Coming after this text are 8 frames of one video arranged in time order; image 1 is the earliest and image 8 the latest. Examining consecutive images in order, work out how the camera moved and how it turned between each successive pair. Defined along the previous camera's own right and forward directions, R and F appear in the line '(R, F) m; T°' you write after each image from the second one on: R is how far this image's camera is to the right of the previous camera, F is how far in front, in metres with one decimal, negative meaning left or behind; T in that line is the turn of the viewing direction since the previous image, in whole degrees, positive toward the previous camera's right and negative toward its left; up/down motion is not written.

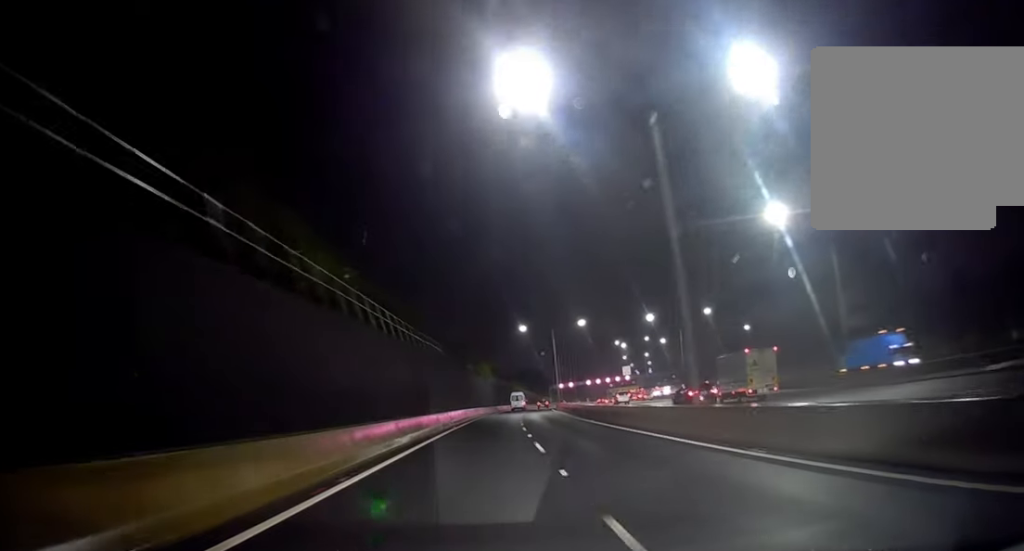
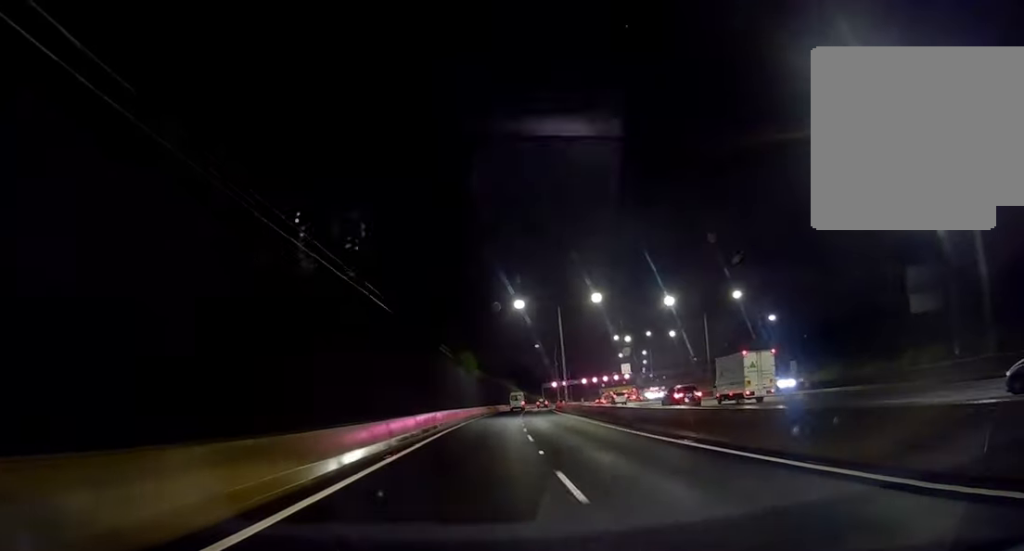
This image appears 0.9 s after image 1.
(+0.3, +19.8) m; 0°
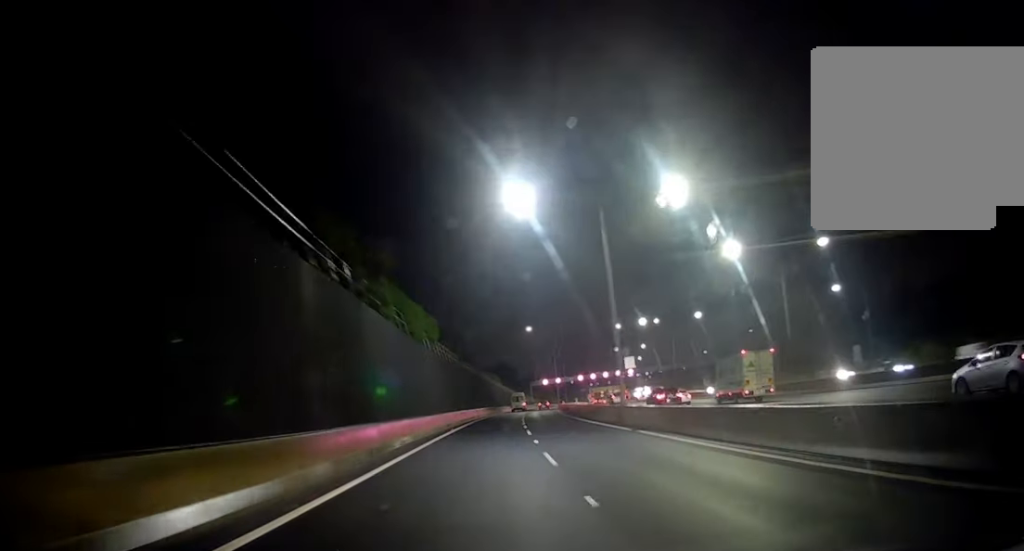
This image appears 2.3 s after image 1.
(-0.1, +32.2) m; +2°
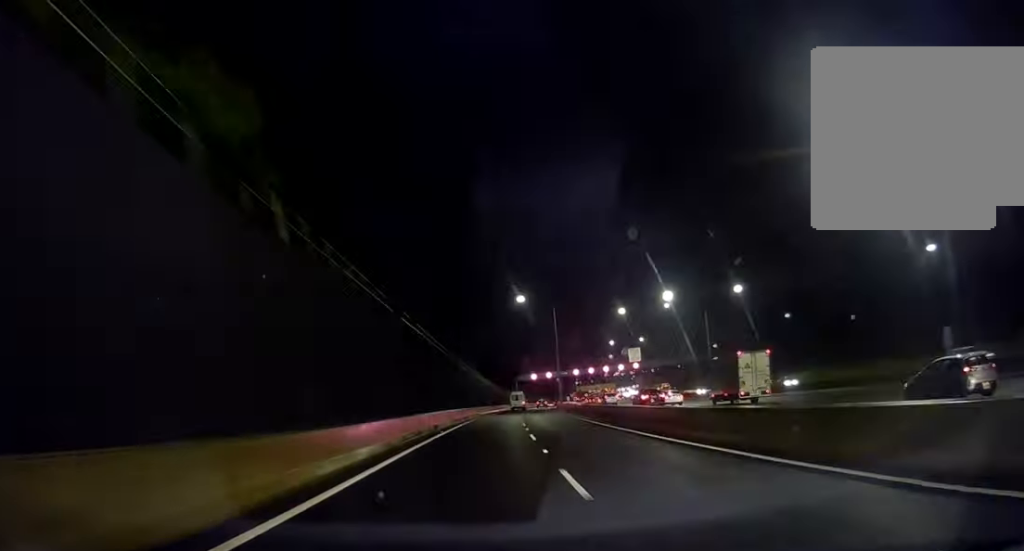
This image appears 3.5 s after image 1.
(+0.4, +27.8) m; +1°
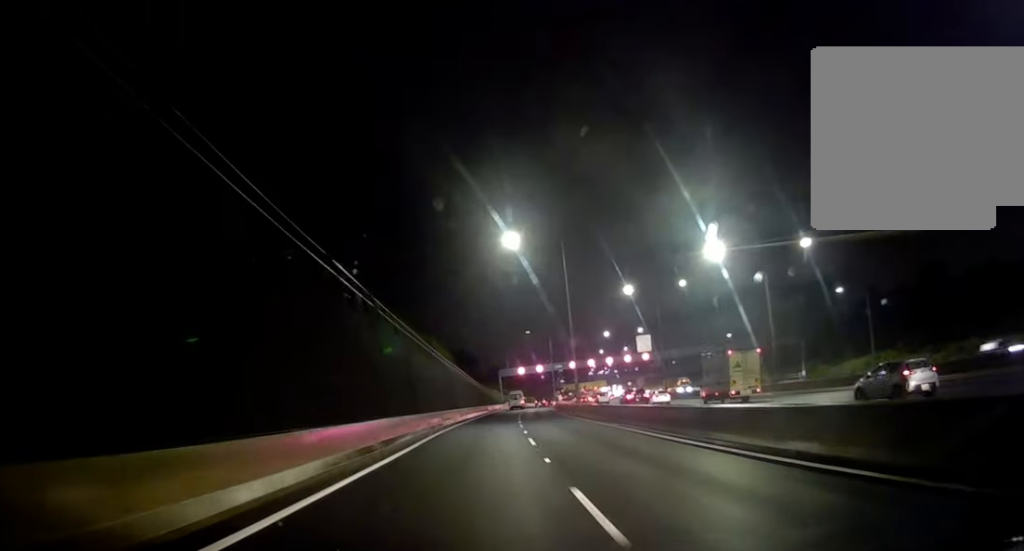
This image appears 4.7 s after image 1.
(+0.2, +26.2) m; +3°
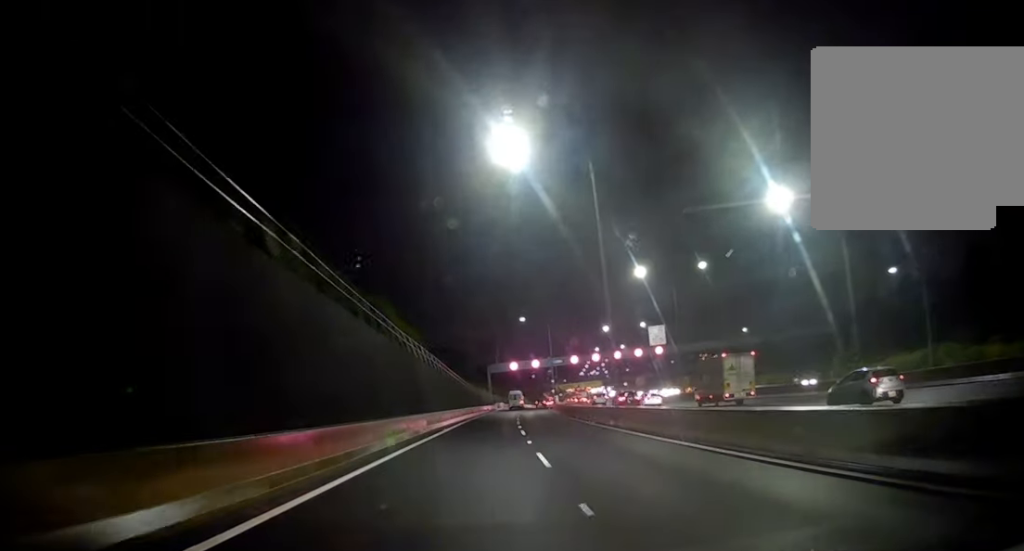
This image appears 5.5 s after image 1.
(+0.6, +17.2) m; +2°
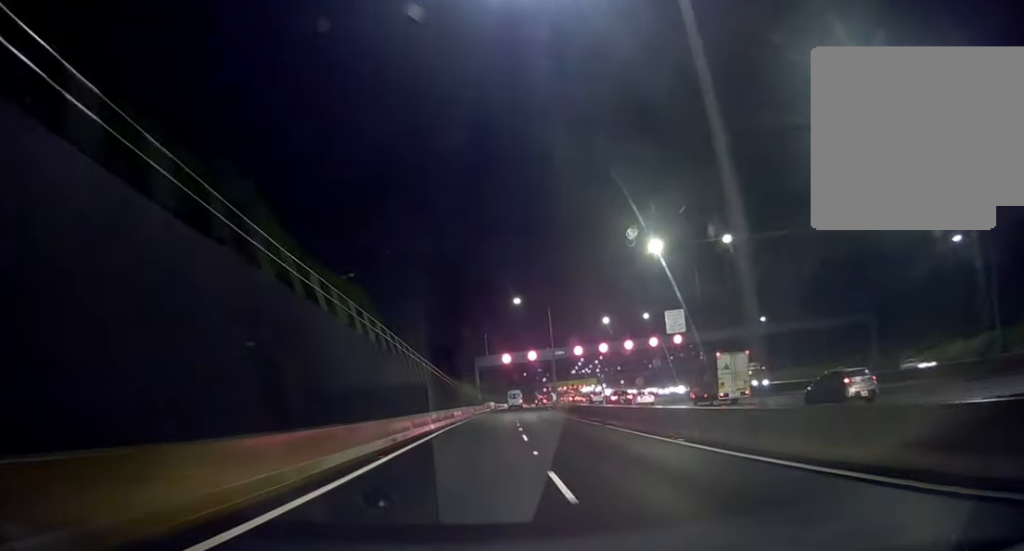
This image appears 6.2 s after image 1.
(+0.1, +15.8) m; 0°
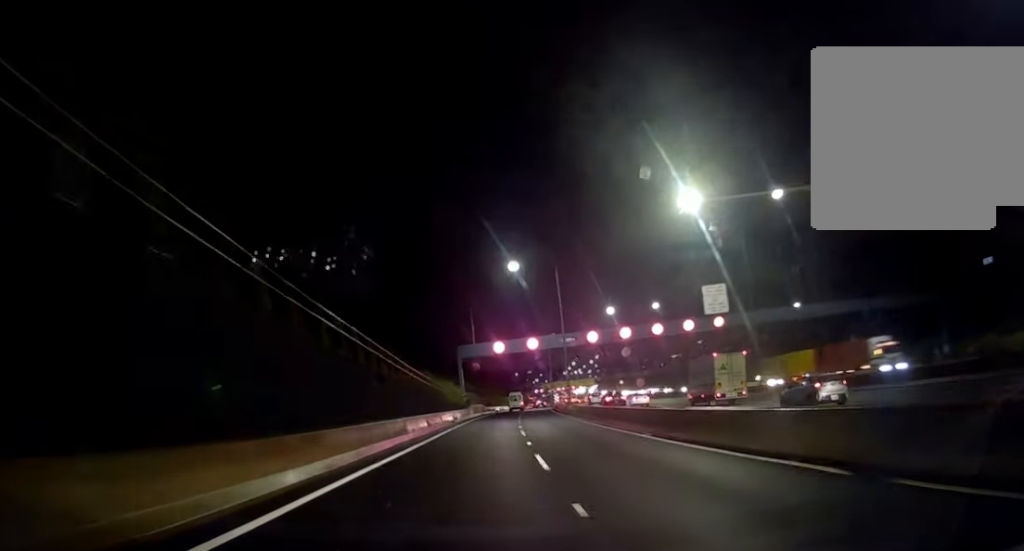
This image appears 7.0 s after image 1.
(0.0, +19.5) m; 0°
